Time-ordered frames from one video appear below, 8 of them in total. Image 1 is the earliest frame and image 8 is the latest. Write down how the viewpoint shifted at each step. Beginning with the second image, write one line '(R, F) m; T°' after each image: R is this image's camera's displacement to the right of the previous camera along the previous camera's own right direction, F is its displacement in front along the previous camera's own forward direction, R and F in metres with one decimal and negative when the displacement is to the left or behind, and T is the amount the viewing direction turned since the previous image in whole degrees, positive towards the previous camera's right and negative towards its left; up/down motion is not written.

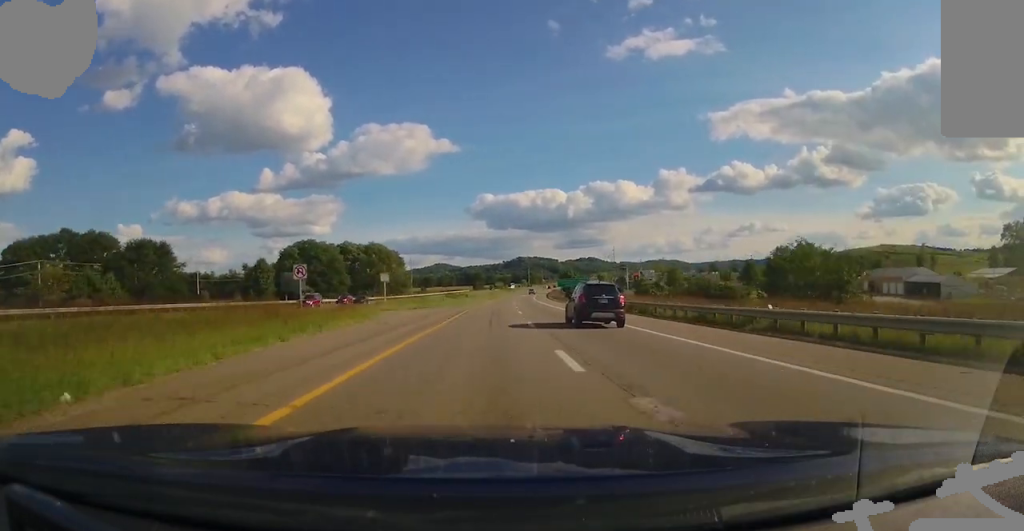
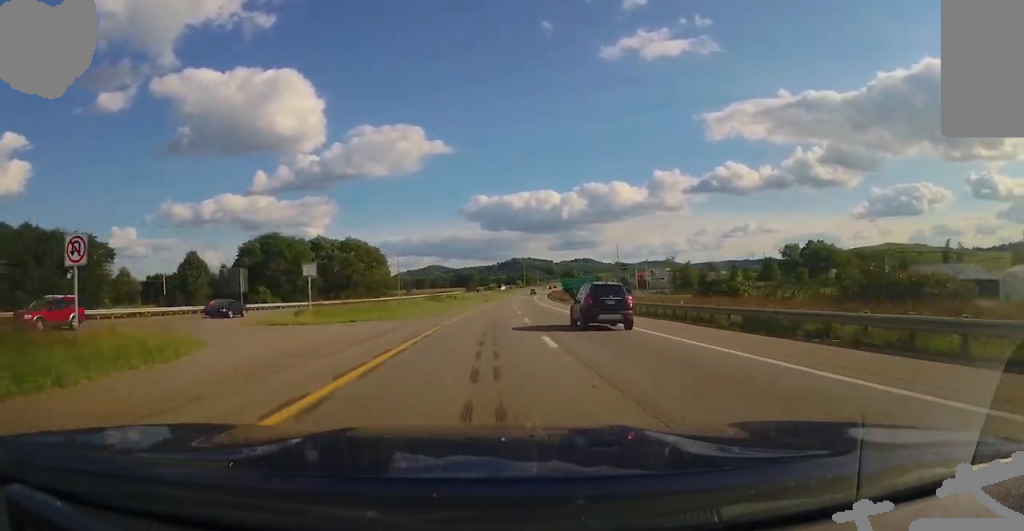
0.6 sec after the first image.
(0.0, +20.6) m; 0°
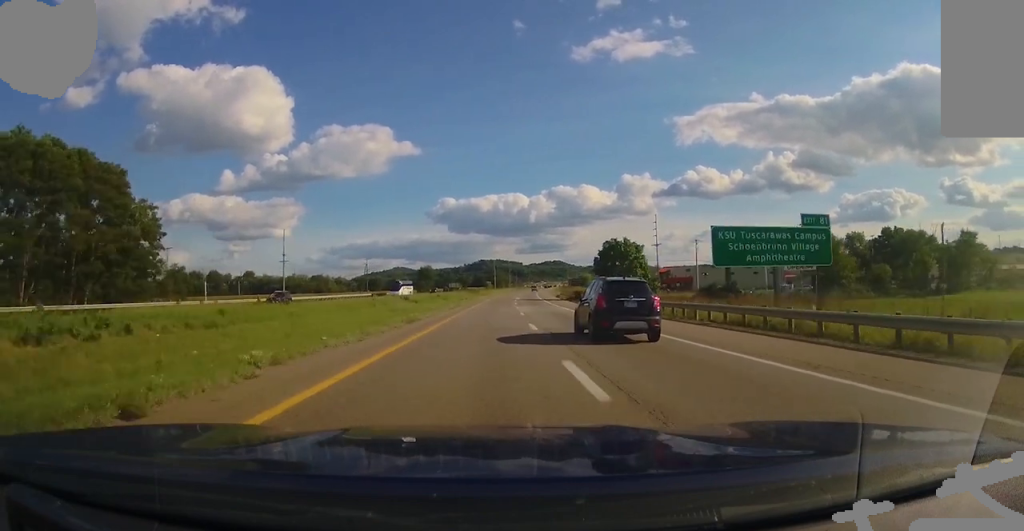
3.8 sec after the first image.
(0.0, +104.7) m; 0°
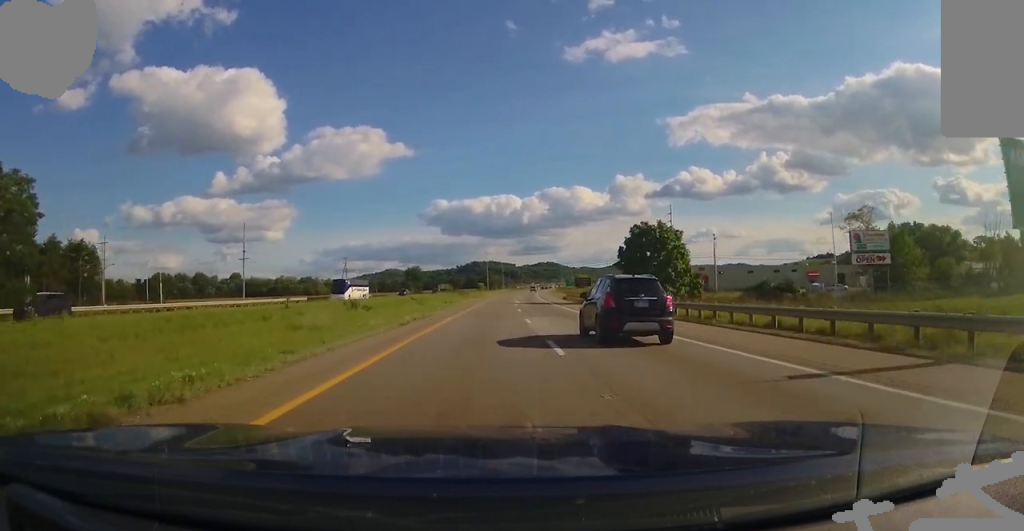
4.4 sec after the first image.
(0.0, +19.8) m; 0°
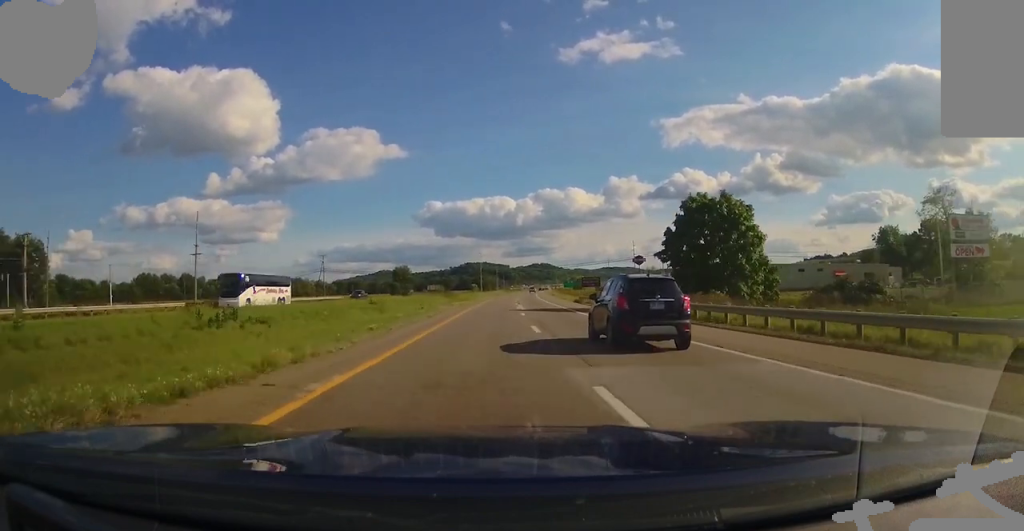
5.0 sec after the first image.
(0.0, +18.6) m; +1°
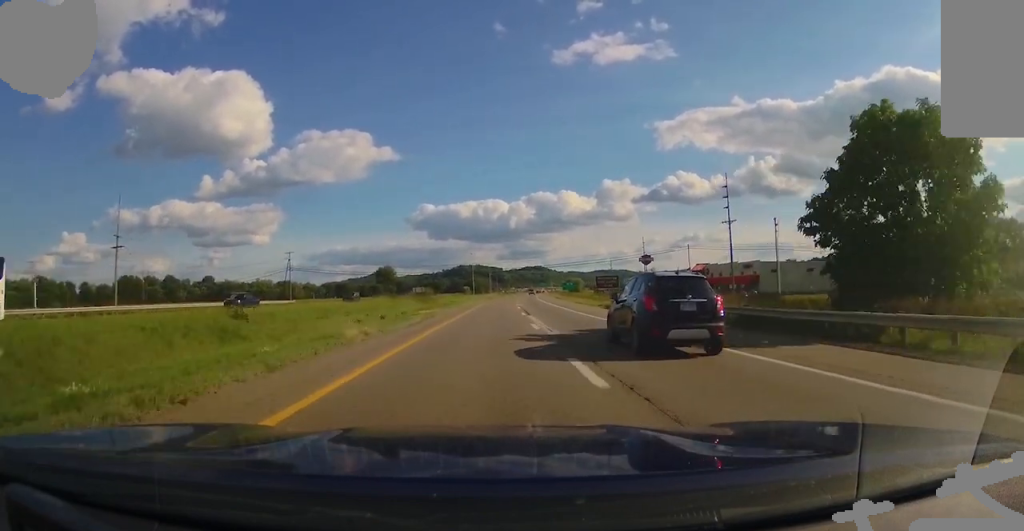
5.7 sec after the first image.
(+0.2, +23.0) m; +2°
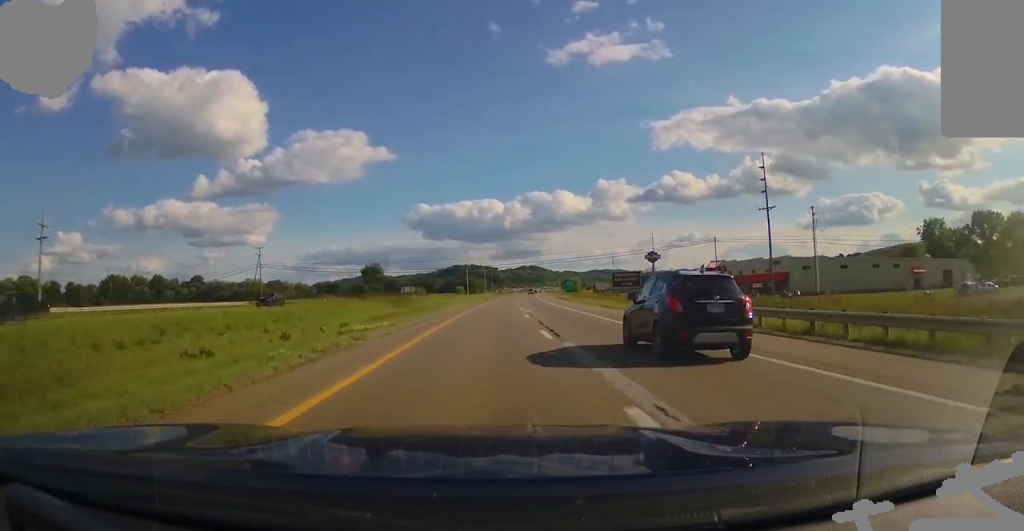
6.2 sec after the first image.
(+0.4, +16.4) m; +2°
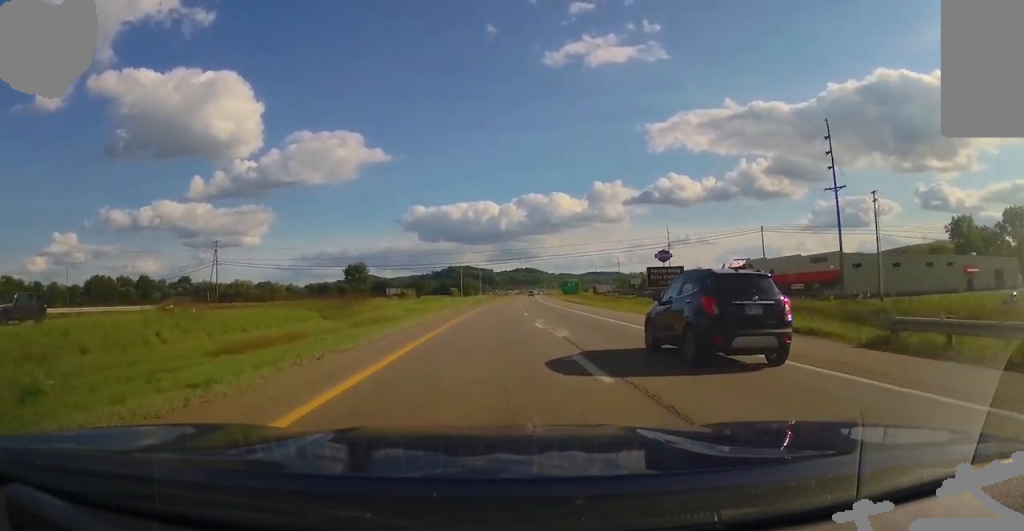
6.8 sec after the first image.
(+0.5, +19.6) m; +2°
